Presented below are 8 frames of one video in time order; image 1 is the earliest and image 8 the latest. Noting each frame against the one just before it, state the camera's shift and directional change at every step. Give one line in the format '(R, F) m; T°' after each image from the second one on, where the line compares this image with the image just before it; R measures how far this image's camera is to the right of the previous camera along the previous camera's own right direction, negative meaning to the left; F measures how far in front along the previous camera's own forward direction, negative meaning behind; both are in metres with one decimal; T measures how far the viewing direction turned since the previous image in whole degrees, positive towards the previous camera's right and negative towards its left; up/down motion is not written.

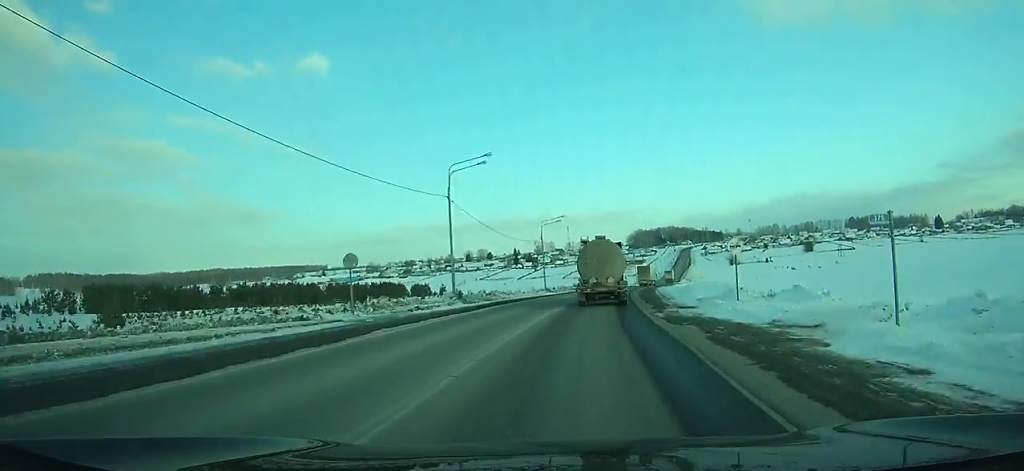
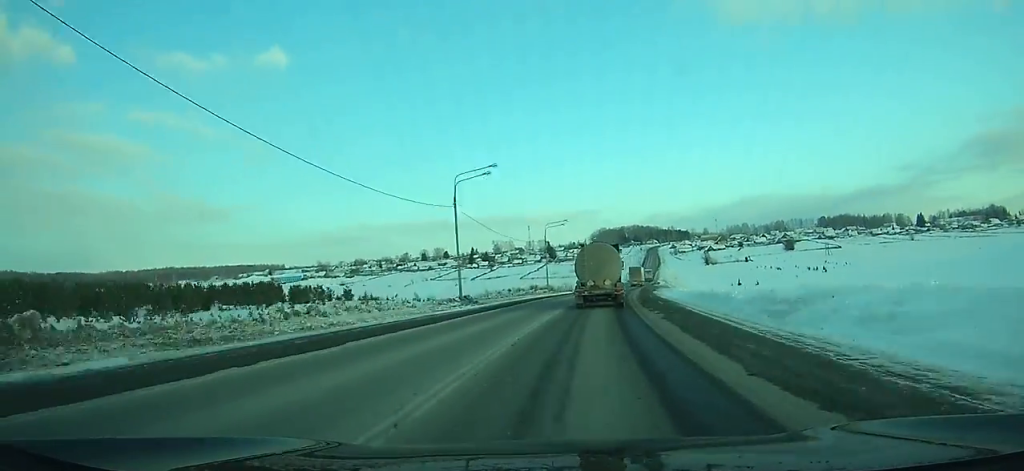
(+1.5, +35.5) m; +4°
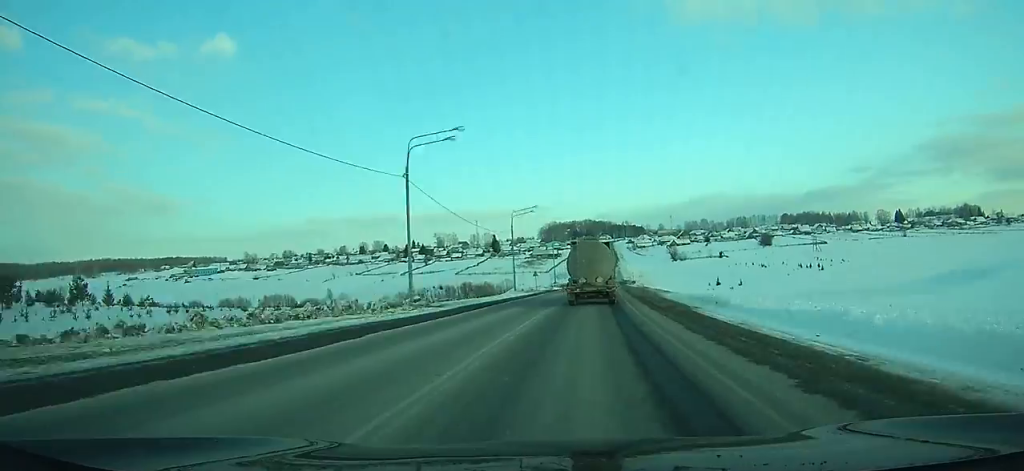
(+2.3, +48.1) m; +4°
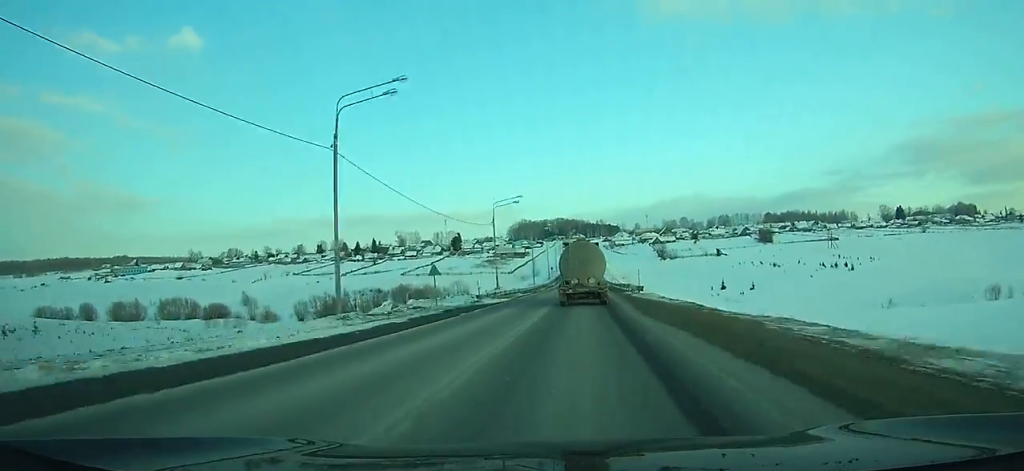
(+1.4, +45.0) m; +3°
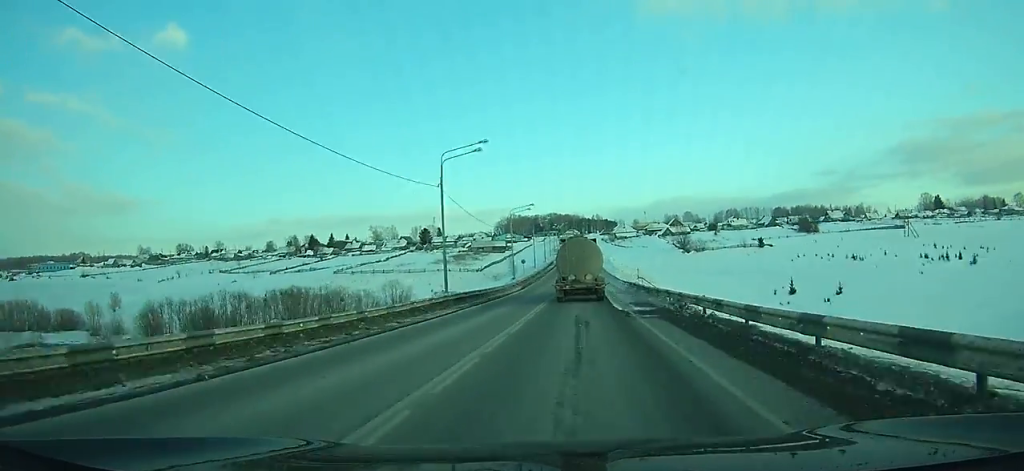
(+1.6, +60.9) m; +2°
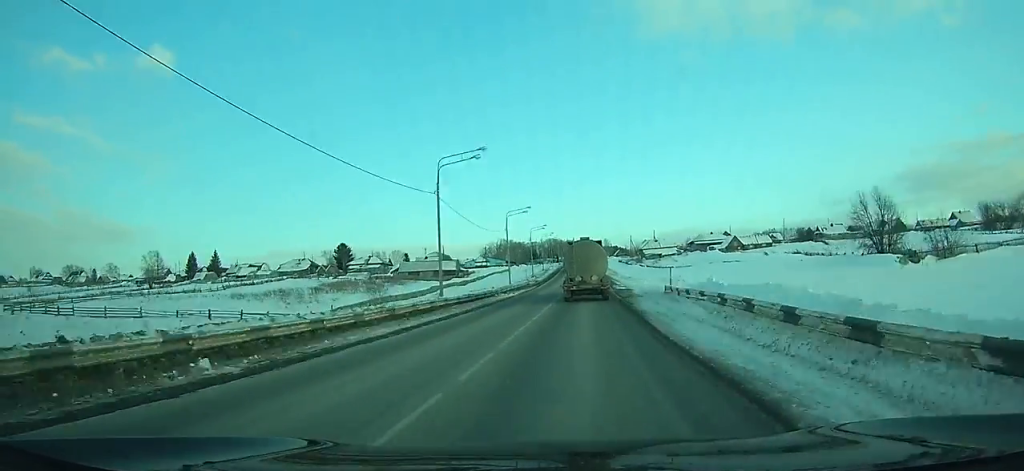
(-0.2, +116.7) m; -1°
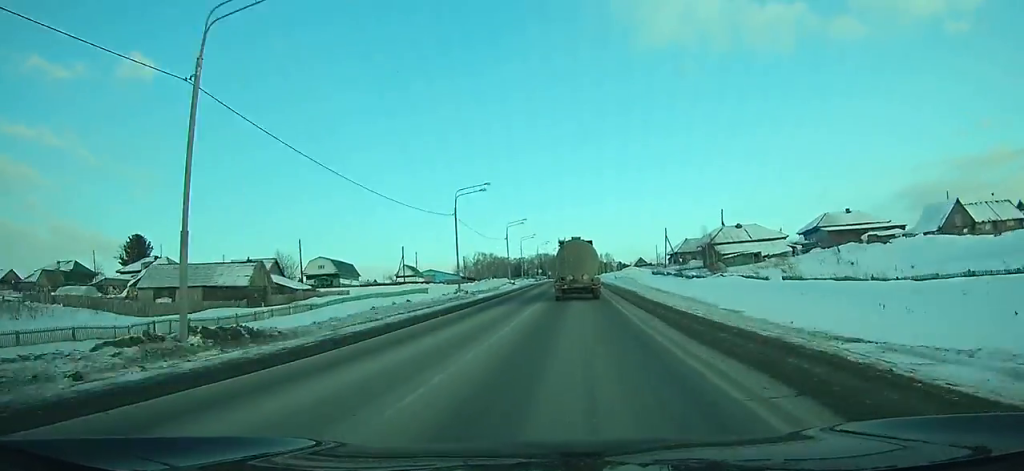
(-0.5, +105.3) m; -1°
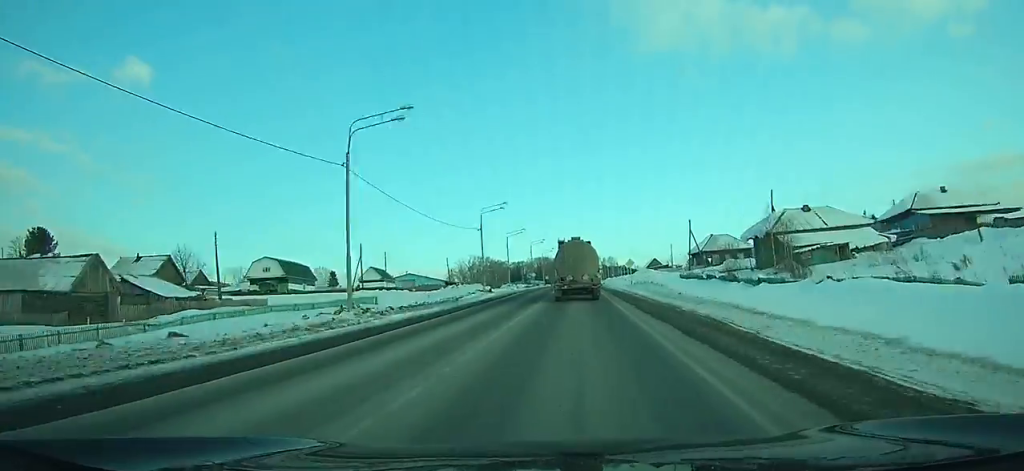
(-0.1, +27.1) m; -1°
